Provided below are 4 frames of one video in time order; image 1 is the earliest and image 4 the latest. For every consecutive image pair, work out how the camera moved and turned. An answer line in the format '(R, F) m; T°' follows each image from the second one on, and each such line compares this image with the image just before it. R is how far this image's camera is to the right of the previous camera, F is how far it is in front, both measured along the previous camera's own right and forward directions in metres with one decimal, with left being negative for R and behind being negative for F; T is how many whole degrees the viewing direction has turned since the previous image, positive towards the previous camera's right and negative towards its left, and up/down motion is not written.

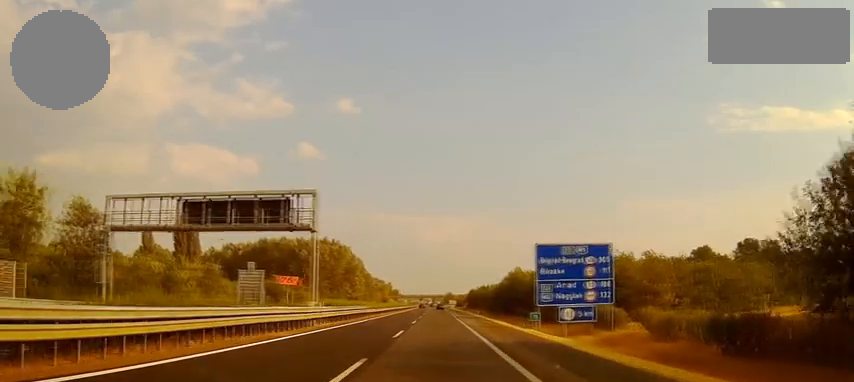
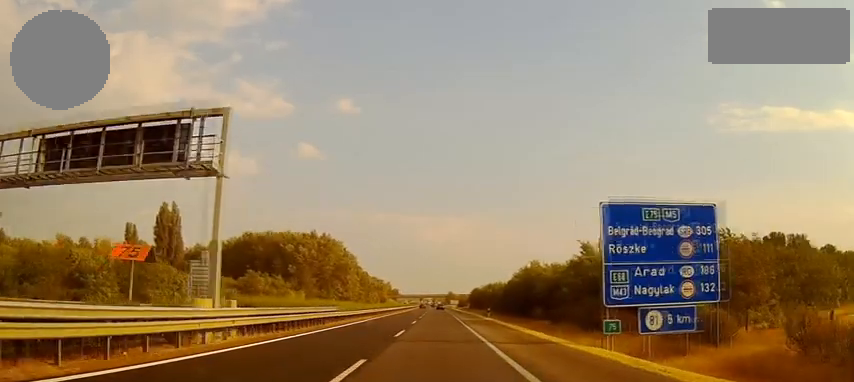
(0.0, +17.4) m; 0°
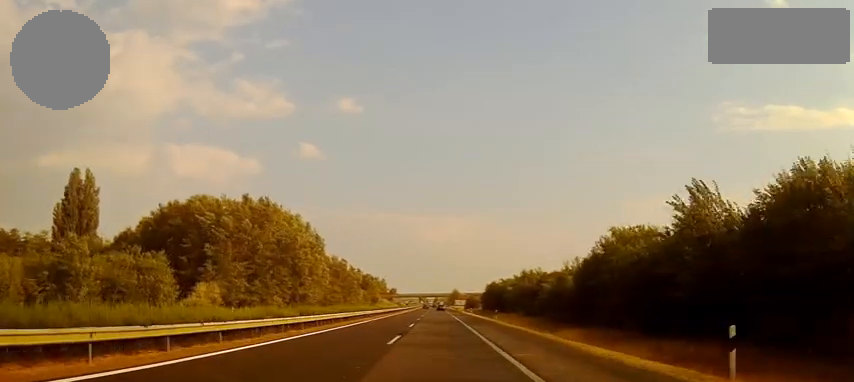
(-0.1, +60.2) m; 0°
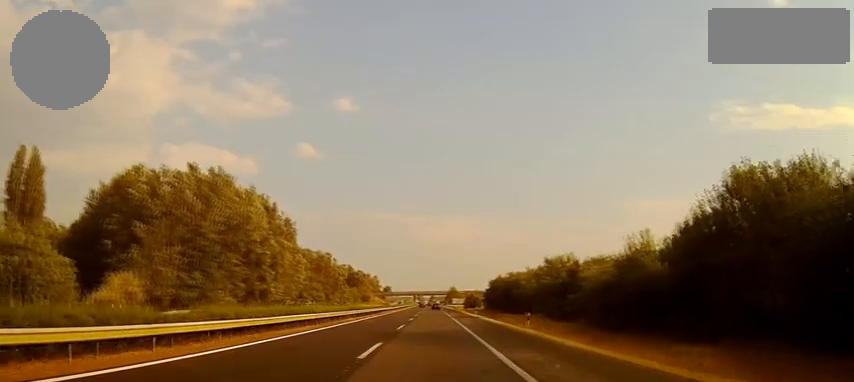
(0.0, +24.8) m; 0°
